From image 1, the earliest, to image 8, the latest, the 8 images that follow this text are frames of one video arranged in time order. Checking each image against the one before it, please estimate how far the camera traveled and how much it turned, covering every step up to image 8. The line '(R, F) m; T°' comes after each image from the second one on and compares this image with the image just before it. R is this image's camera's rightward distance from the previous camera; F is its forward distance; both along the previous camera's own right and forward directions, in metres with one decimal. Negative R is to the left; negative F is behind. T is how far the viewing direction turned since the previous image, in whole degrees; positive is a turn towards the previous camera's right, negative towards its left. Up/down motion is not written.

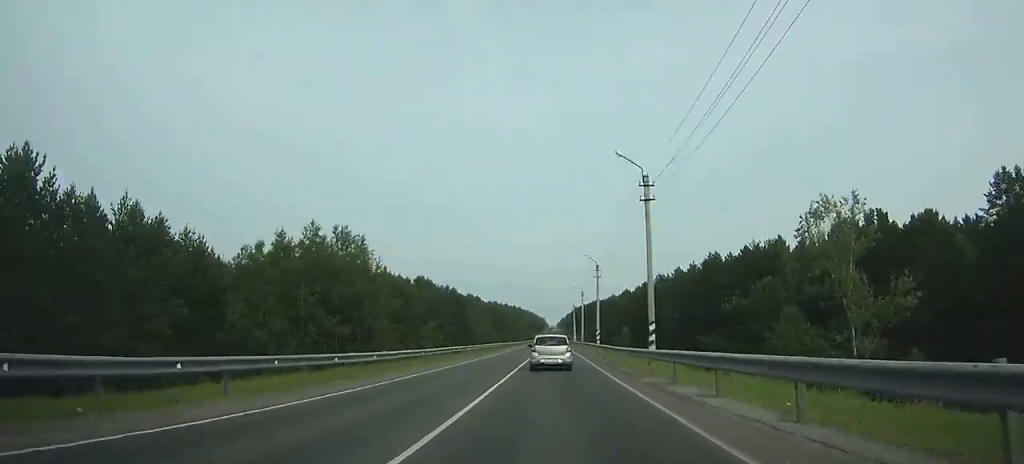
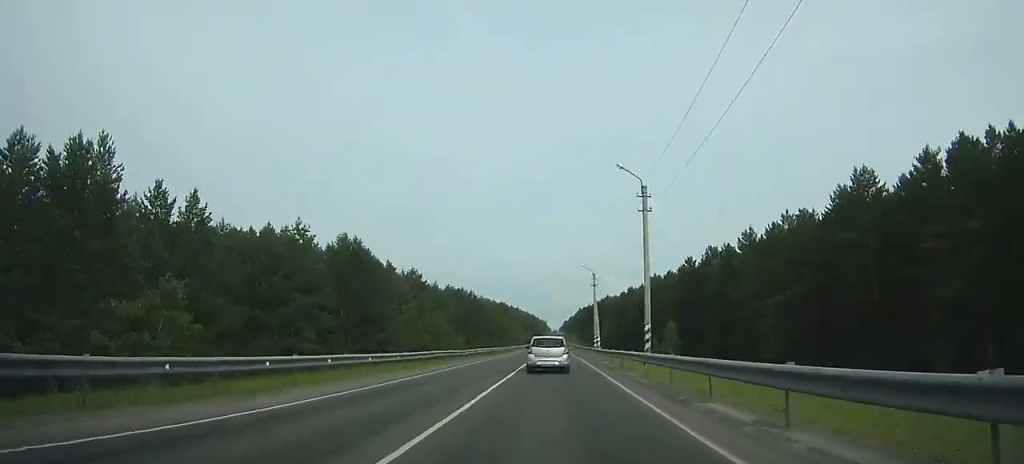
(-0.2, +59.4) m; 0°
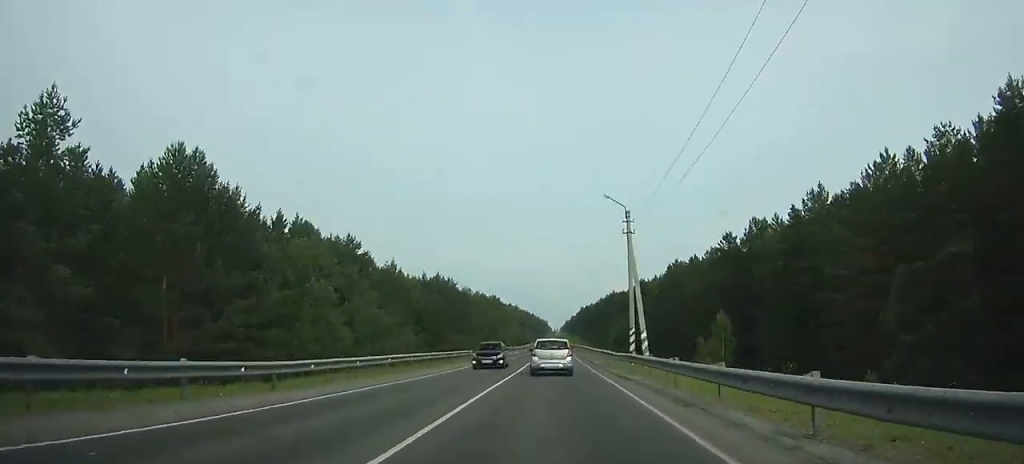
(0.0, +28.5) m; 0°
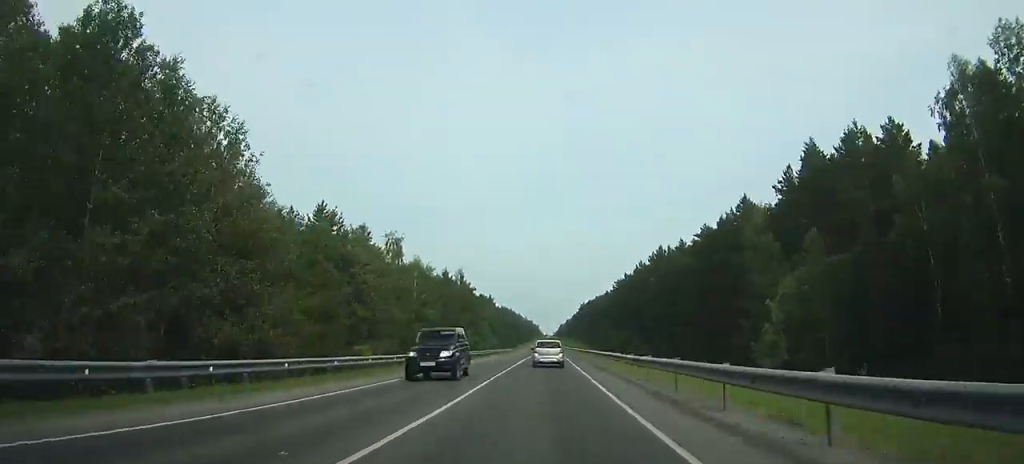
(+1.4, +143.5) m; +1°
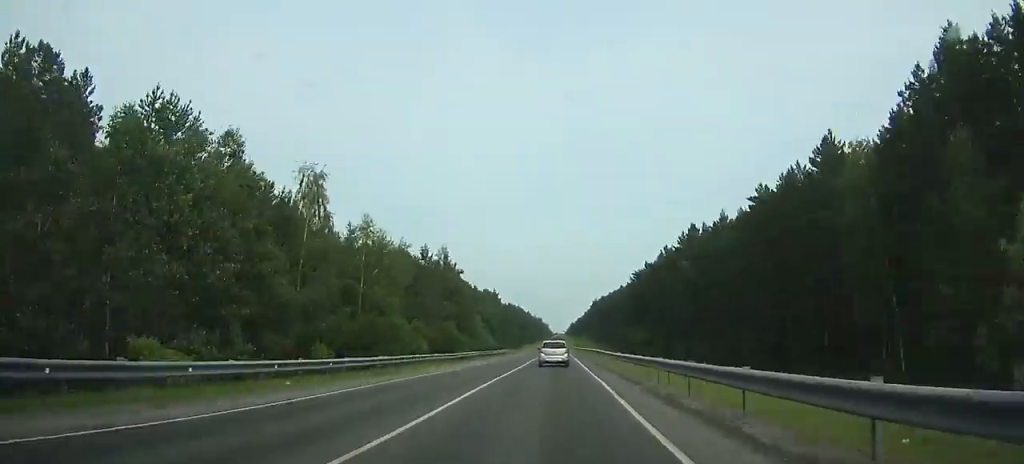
(+0.1, +25.9) m; 0°
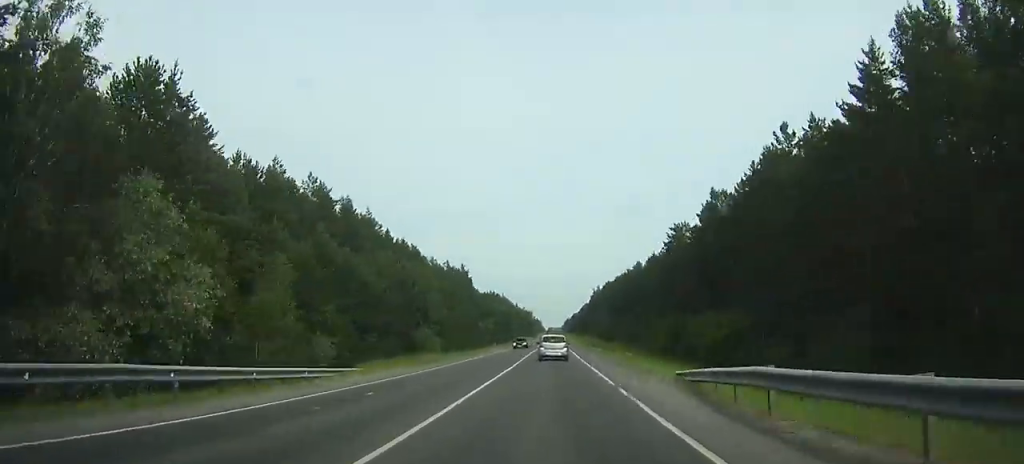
(-0.6, +82.2) m; 0°
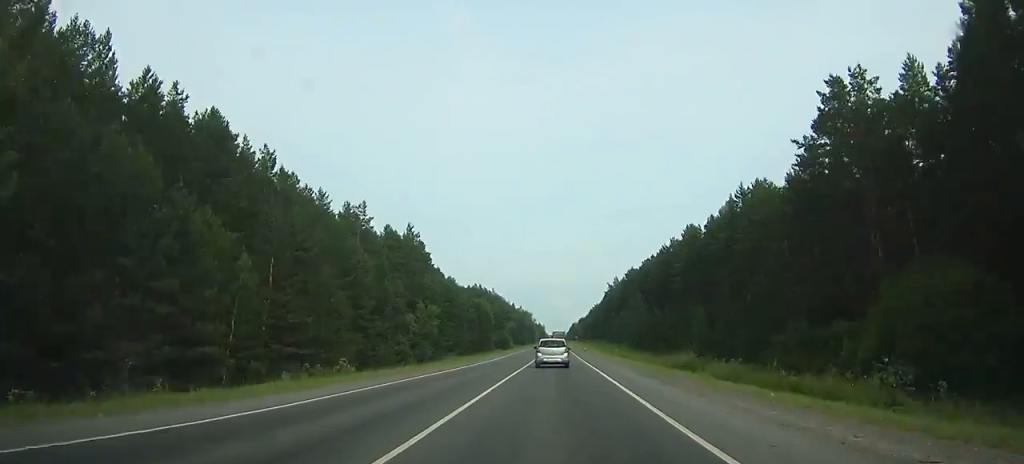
(+0.2, +74.1) m; 0°
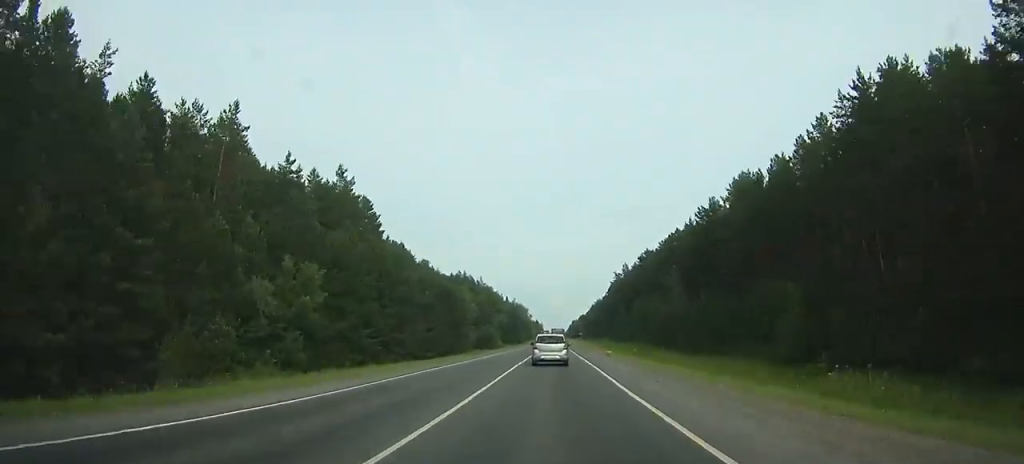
(-0.1, +36.0) m; 0°
